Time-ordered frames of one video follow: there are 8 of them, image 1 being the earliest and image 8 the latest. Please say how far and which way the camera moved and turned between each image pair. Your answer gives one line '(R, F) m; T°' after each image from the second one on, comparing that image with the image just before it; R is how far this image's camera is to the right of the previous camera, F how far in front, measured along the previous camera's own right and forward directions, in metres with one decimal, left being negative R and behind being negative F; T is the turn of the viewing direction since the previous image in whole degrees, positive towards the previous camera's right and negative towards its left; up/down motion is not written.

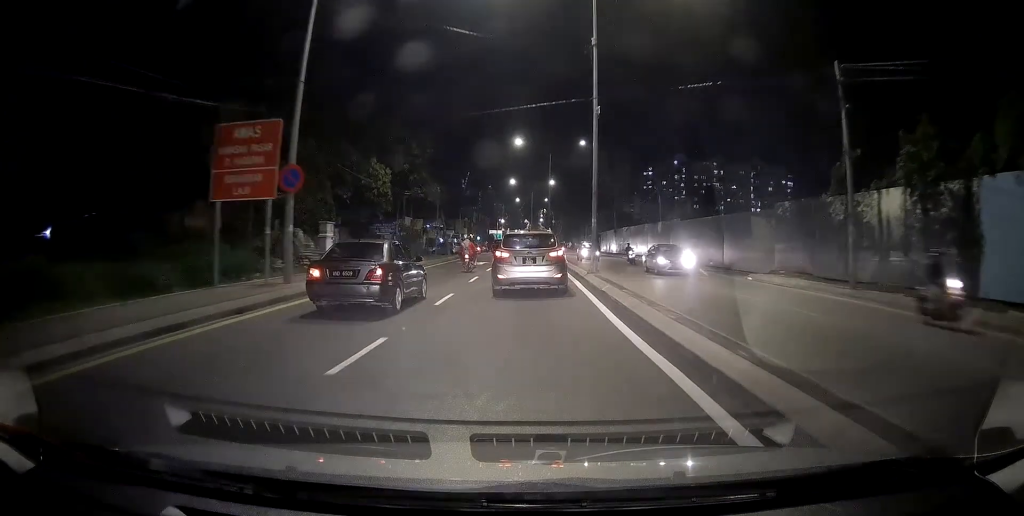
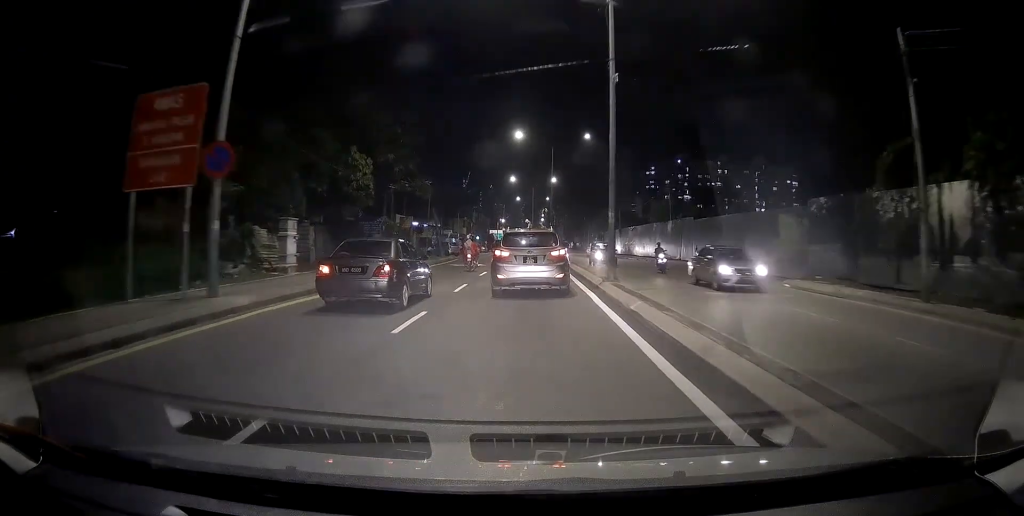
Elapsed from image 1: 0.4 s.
(0.0, +4.2) m; 0°
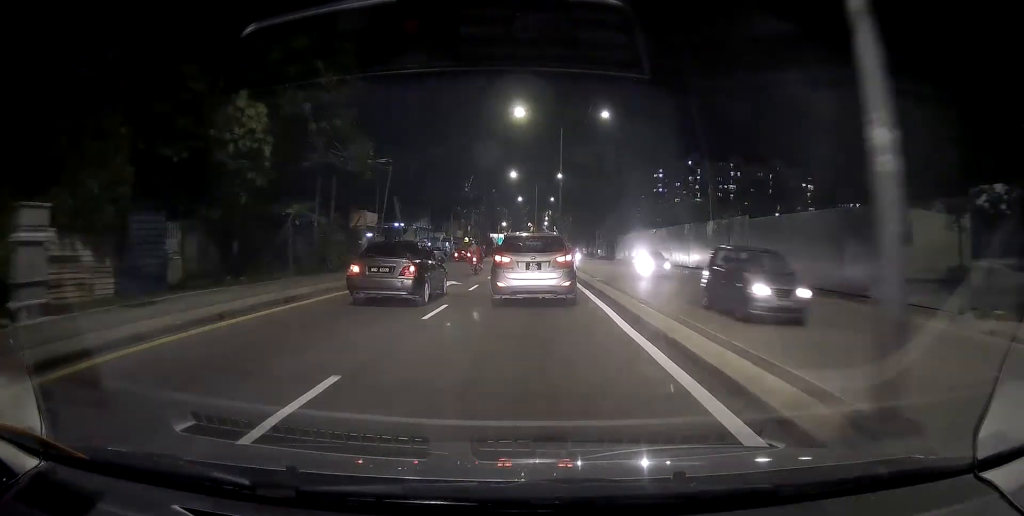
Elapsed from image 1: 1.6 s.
(0.0, +12.7) m; 0°
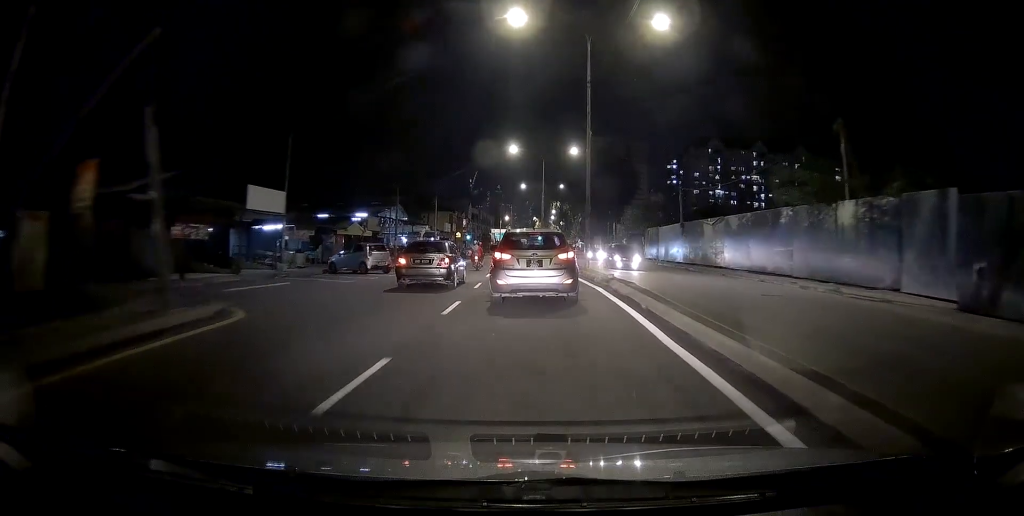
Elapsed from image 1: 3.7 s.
(+1.7, +20.6) m; +5°
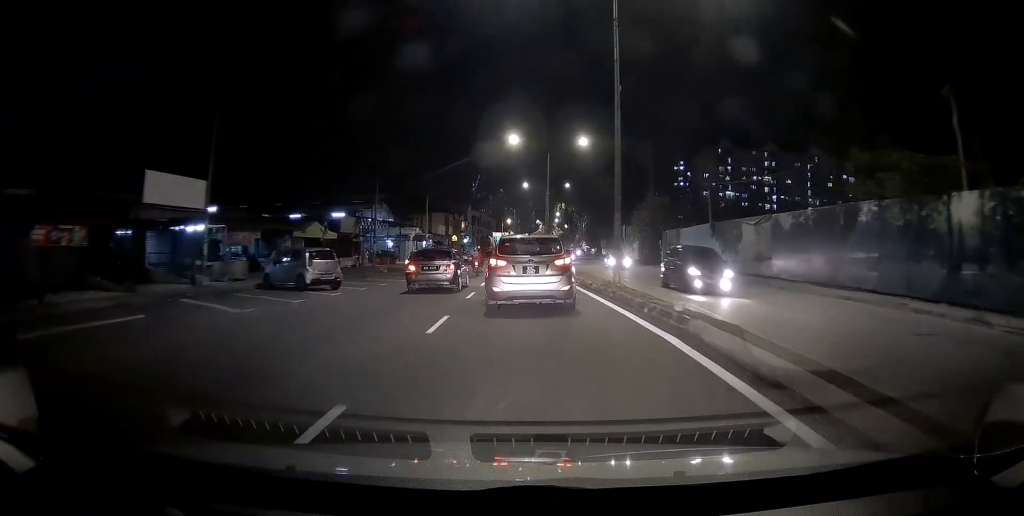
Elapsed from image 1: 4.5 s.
(-0.7, +8.4) m; -4°
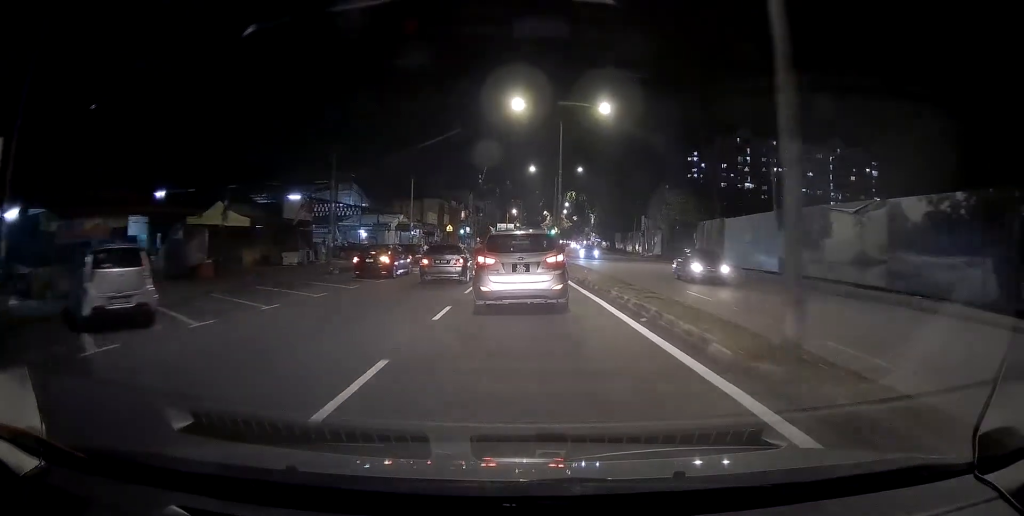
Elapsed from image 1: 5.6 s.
(-0.2, +11.9) m; 0°
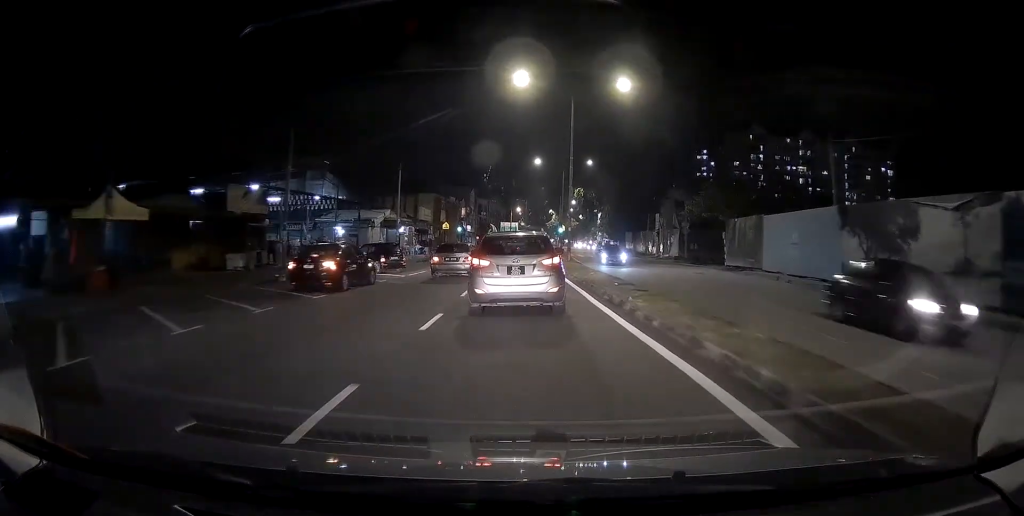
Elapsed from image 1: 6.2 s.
(0.0, +7.3) m; 0°
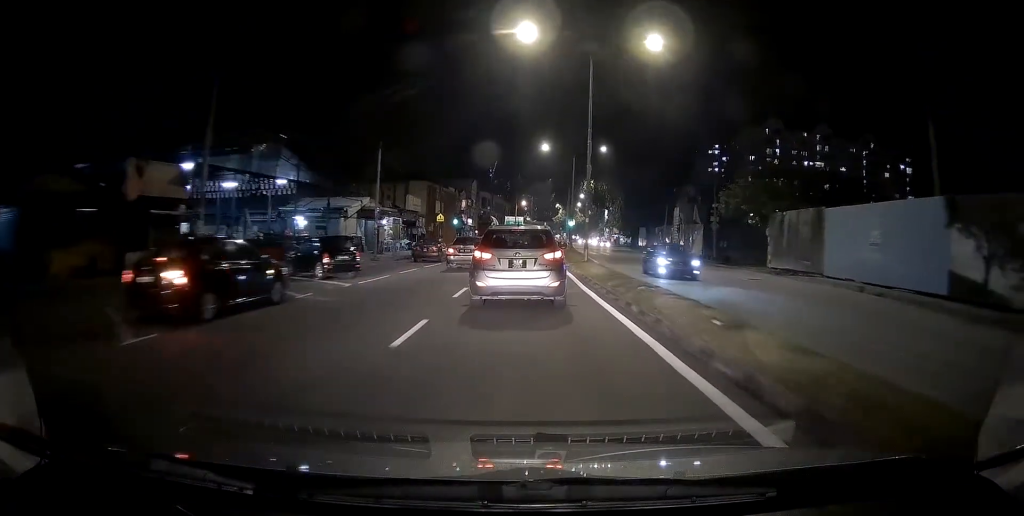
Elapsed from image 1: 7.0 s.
(0.0, +8.5) m; 0°
